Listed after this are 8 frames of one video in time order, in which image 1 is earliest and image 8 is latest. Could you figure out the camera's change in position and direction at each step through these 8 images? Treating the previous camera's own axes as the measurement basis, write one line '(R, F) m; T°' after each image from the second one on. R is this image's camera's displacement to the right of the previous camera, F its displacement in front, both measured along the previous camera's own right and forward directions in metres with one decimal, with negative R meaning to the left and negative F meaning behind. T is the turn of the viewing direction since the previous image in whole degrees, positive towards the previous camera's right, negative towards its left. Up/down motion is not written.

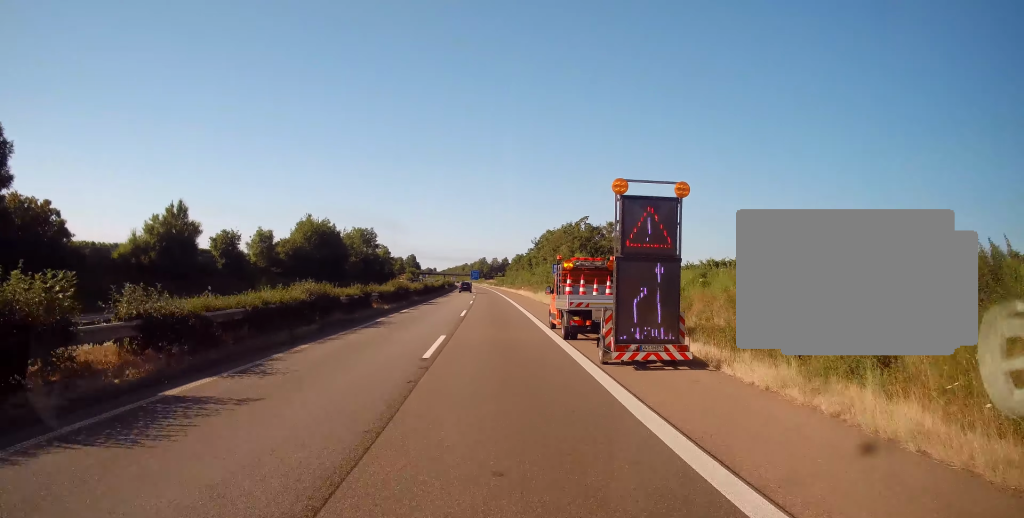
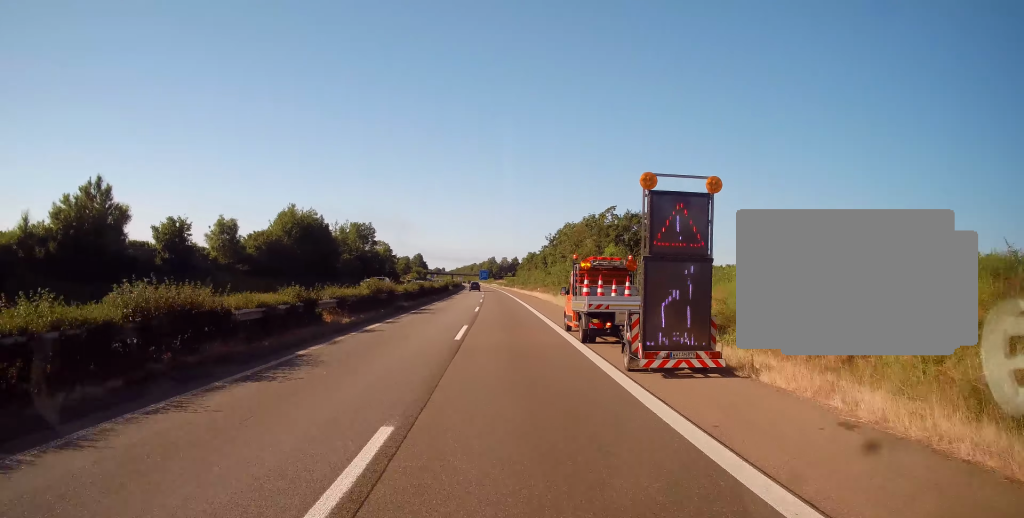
(0.0, +13.7) m; 0°
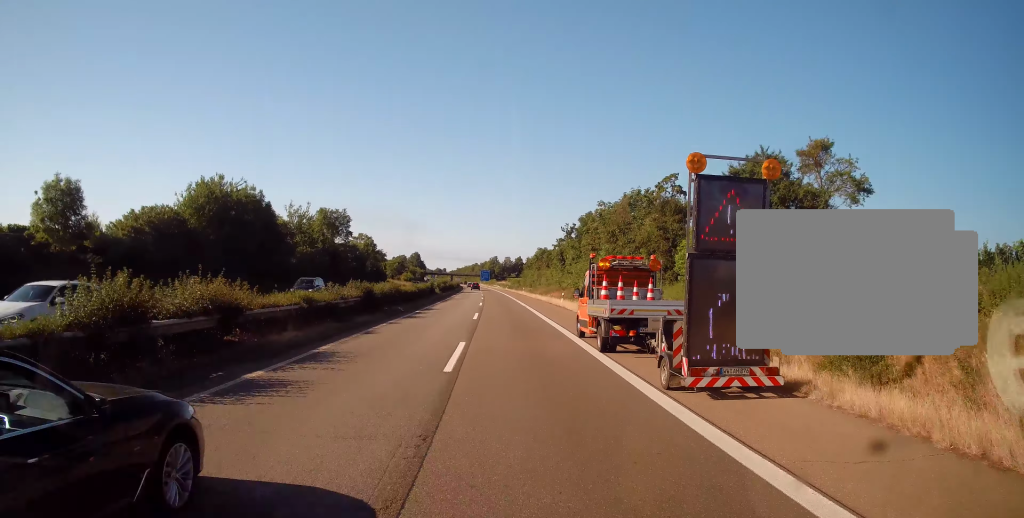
(0.0, +24.4) m; 0°
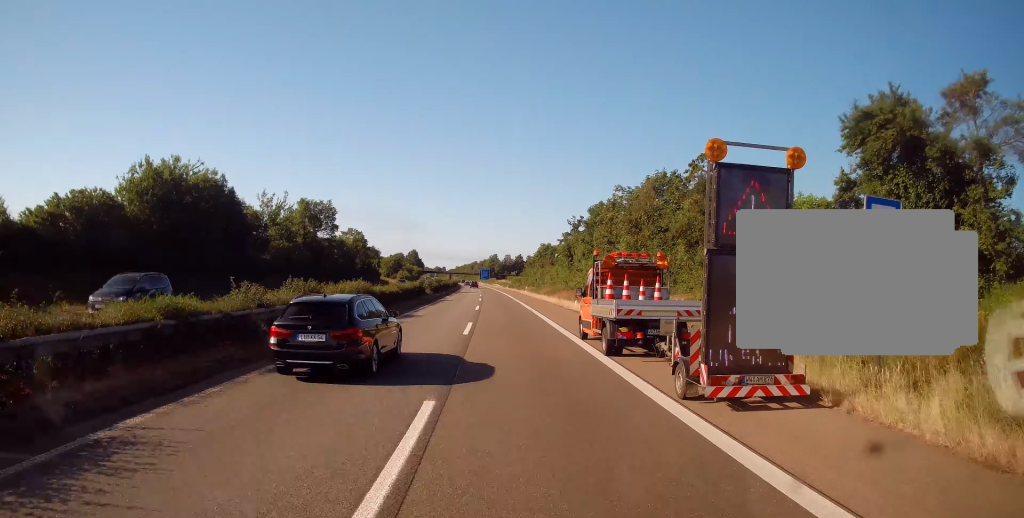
(0.0, +9.4) m; 0°
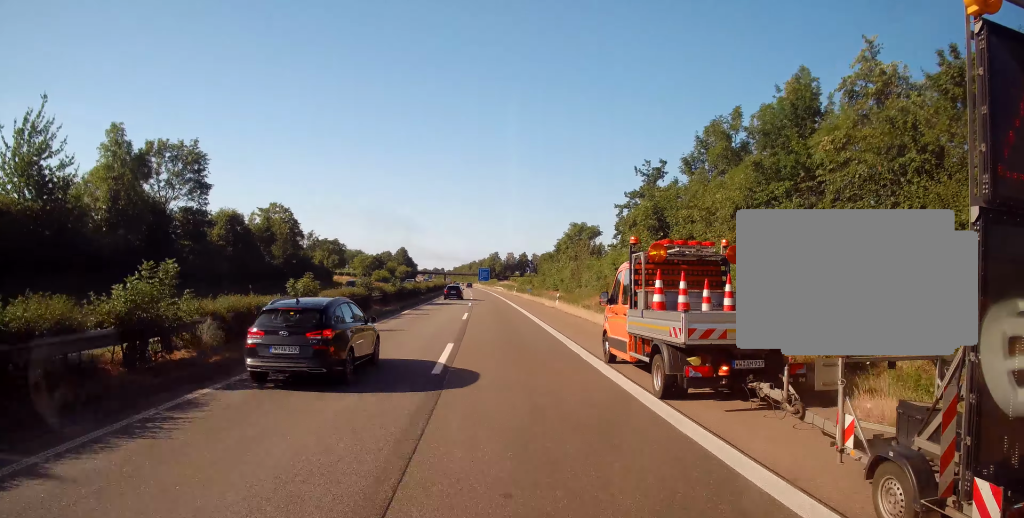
(-0.1, +45.7) m; -1°
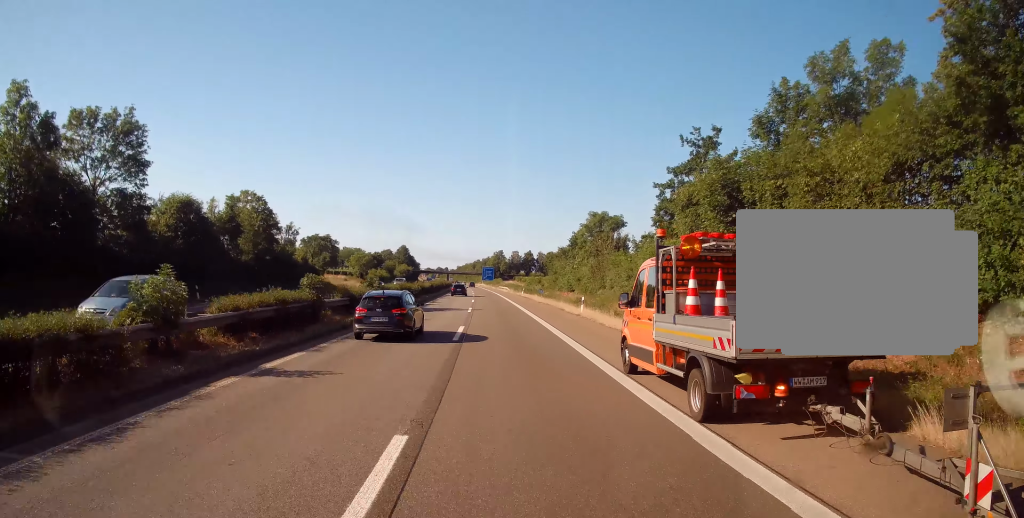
(+0.1, +11.0) m; -1°
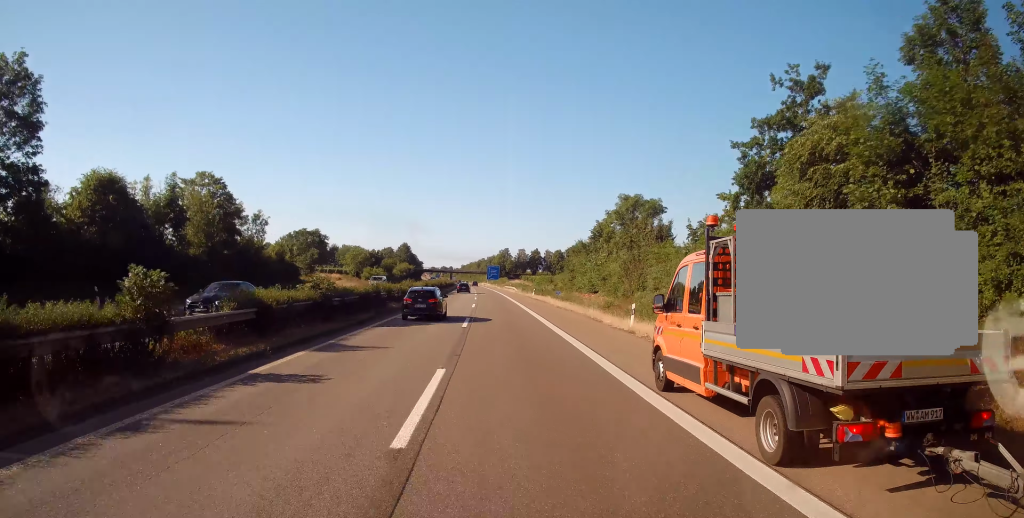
(-0.2, +11.7) m; 0°
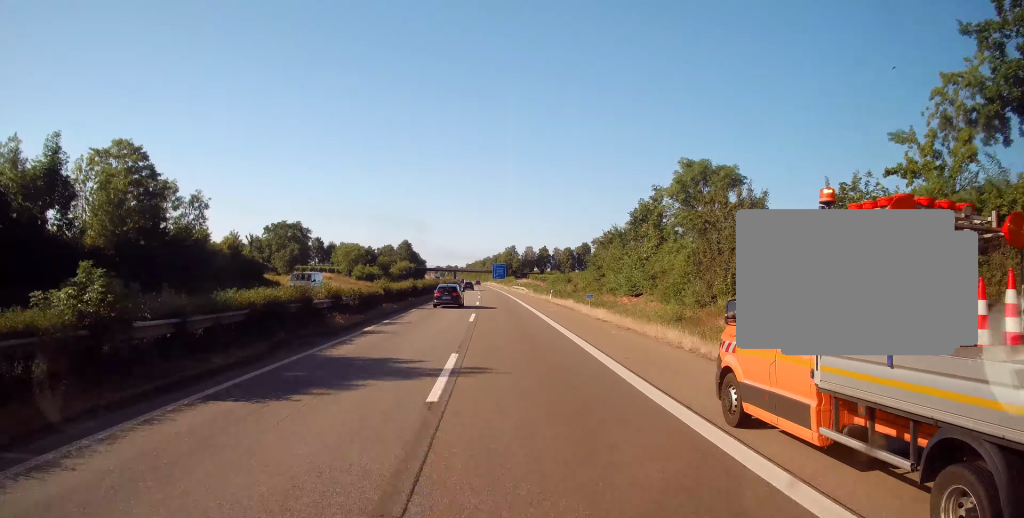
(0.0, +15.2) m; 0°
